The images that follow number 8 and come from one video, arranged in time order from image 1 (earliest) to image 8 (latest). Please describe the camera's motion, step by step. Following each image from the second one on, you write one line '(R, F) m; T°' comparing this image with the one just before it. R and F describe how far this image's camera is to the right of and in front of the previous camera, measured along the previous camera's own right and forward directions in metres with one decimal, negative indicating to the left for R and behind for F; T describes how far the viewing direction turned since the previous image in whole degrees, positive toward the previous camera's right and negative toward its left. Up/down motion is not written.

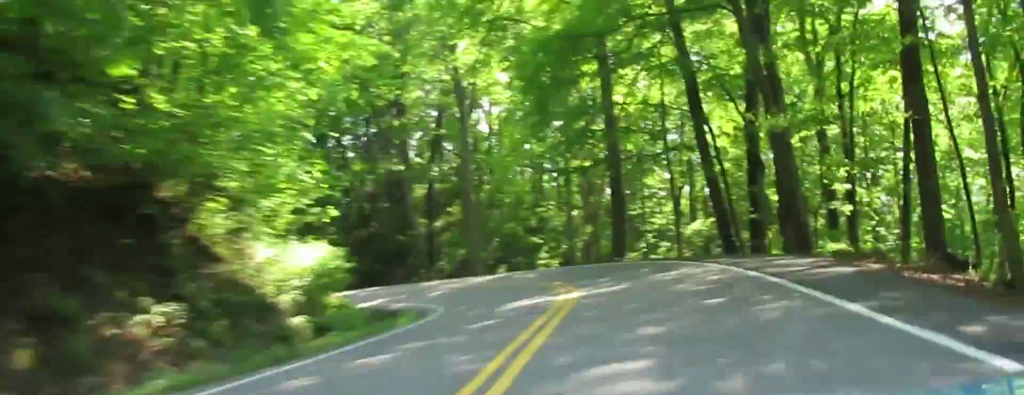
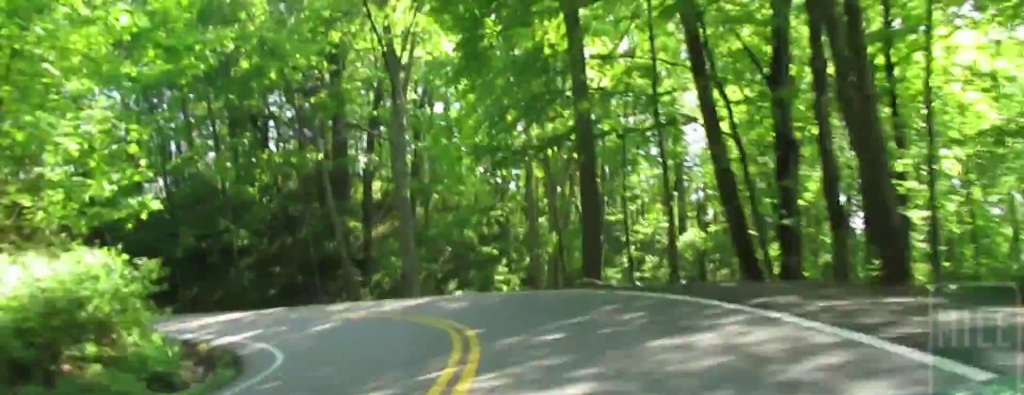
(-1.6, +17.1) m; -10°
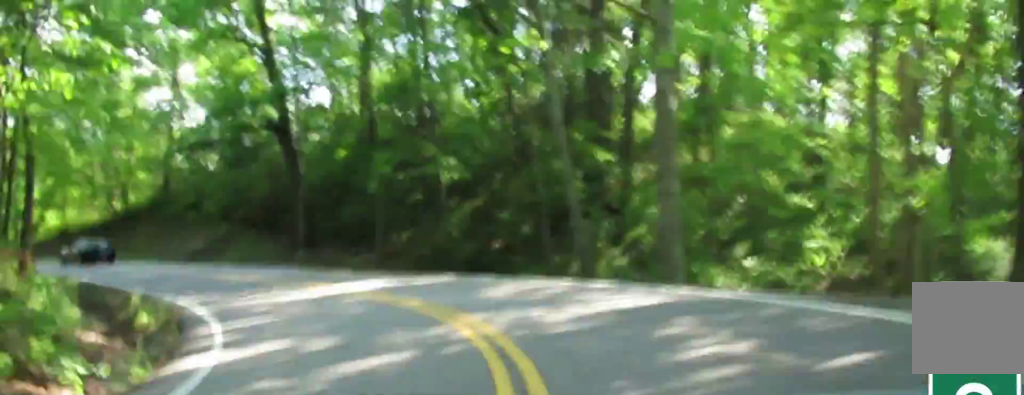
(-0.2, +20.5) m; -29°
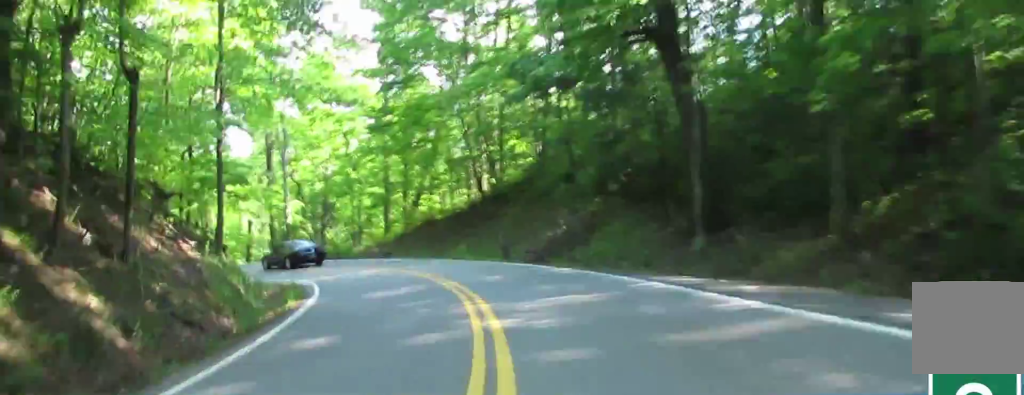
(-11.5, +15.4) m; -36°
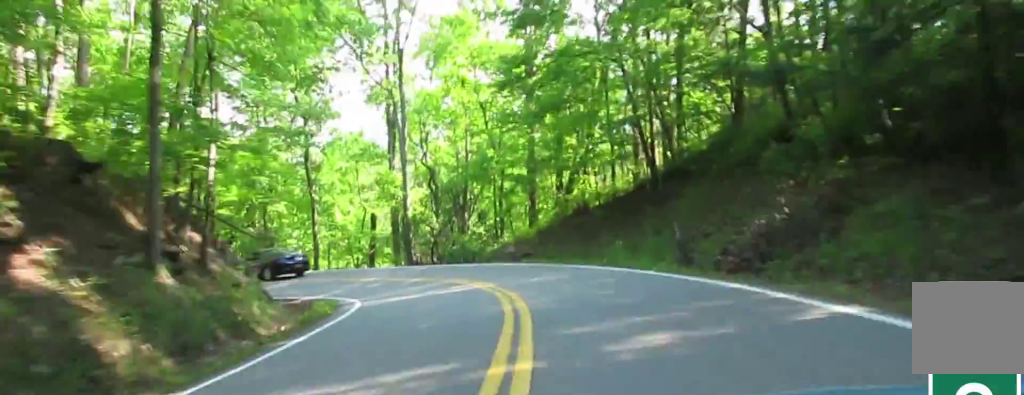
(+0.1, +10.9) m; 0°
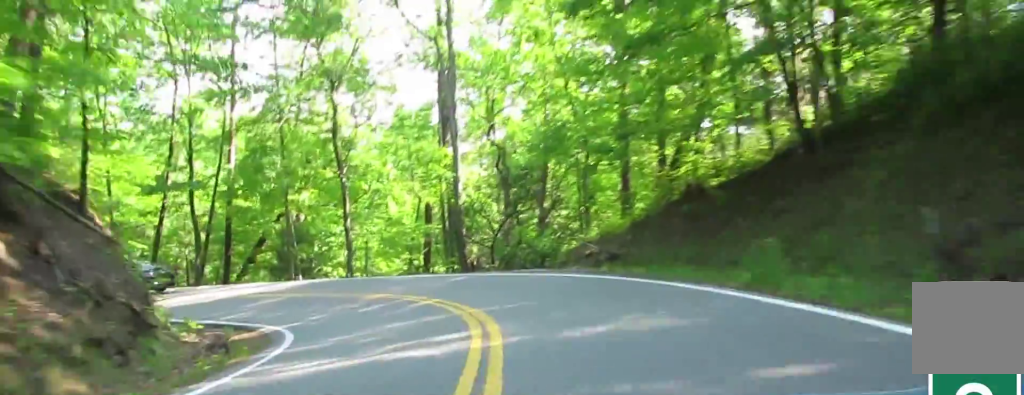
(0.0, +8.6) m; -5°
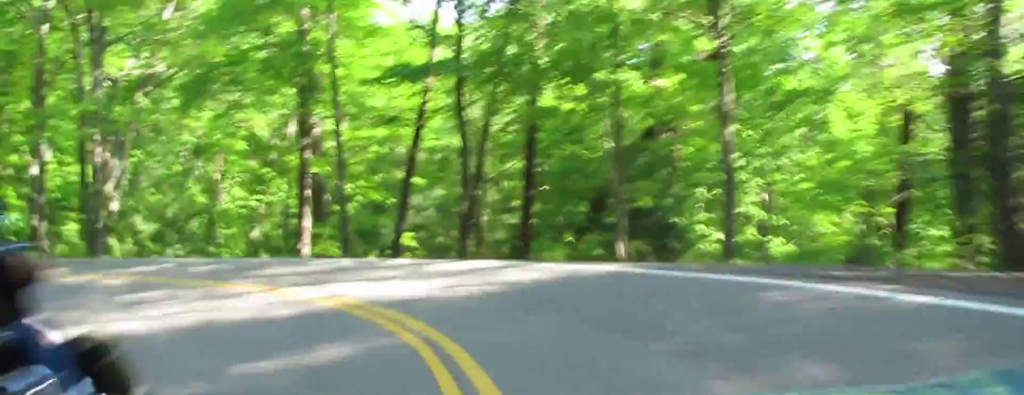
(-2.1, +16.0) m; -18°
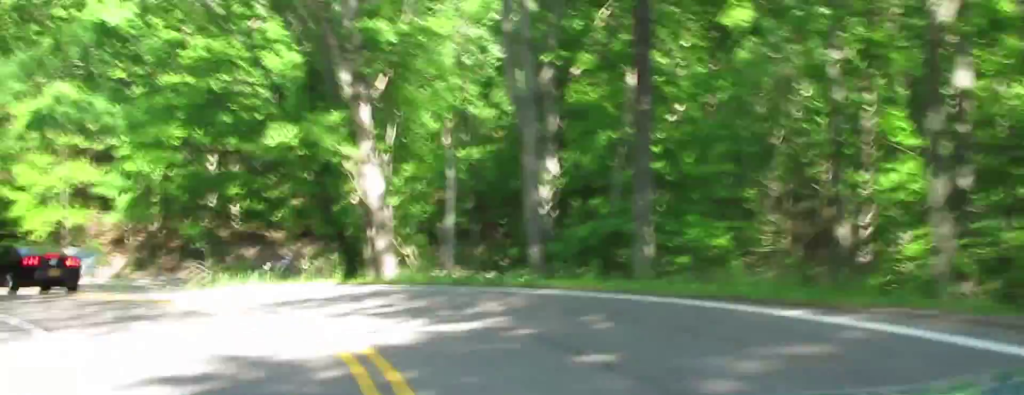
(-2.2, +21.3) m; +1°
